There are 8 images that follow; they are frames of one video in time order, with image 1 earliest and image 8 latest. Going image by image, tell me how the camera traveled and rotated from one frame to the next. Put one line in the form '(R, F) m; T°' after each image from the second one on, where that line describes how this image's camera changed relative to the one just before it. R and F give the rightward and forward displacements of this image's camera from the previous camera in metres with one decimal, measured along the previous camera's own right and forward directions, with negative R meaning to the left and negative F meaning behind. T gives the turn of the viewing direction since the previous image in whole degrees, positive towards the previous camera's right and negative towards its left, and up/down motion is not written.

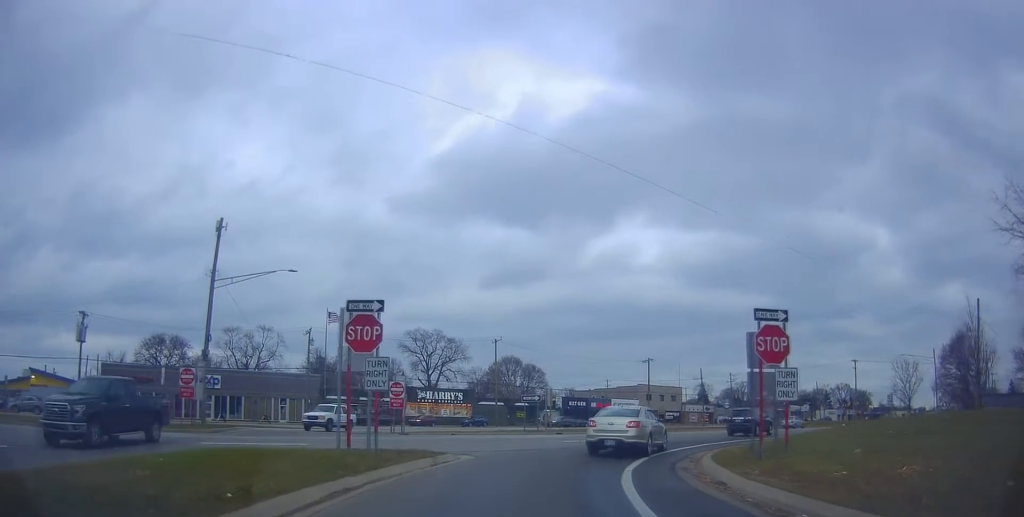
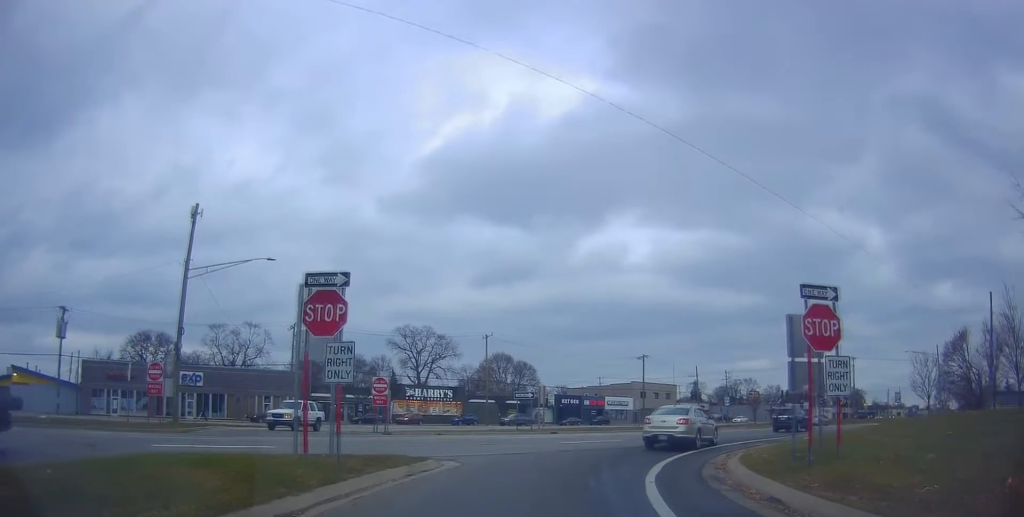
(+0.2, +2.9) m; +3°
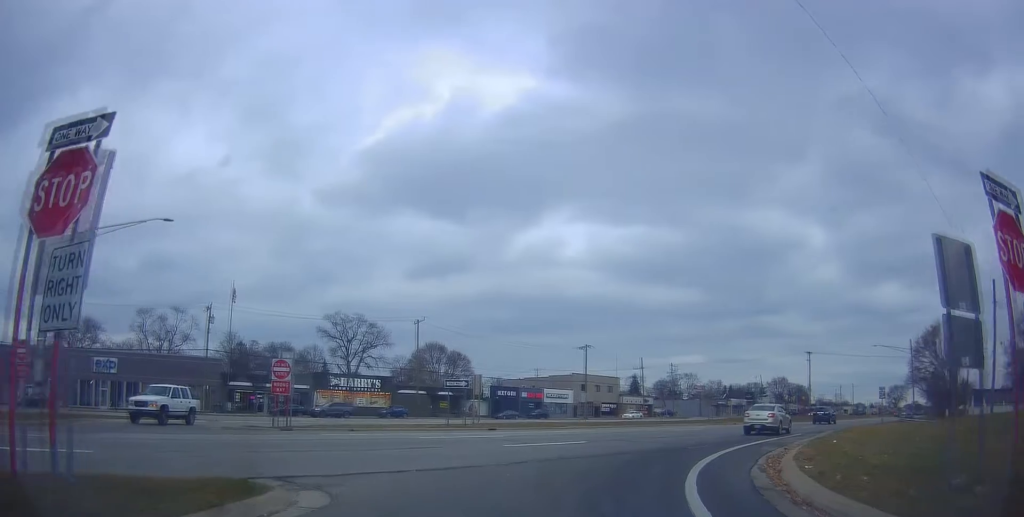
(-0.5, +6.7) m; -3°
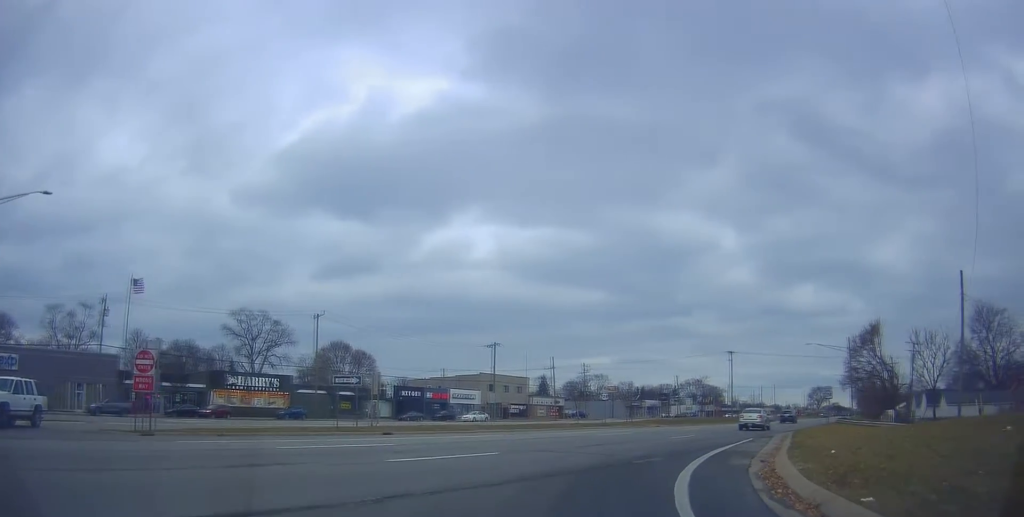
(+0.7, +5.3) m; +19°
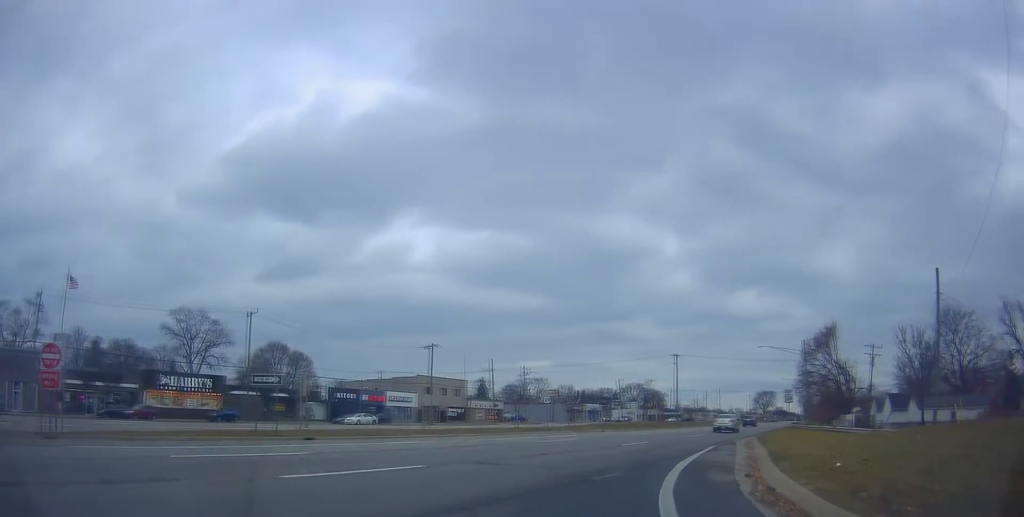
(+0.3, +3.4) m; +2°
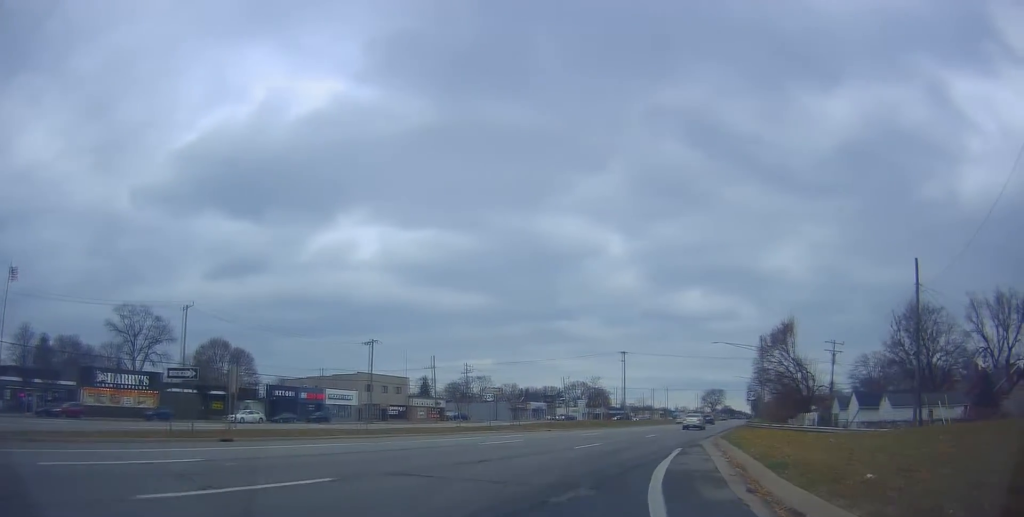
(+0.1, +3.0) m; 0°
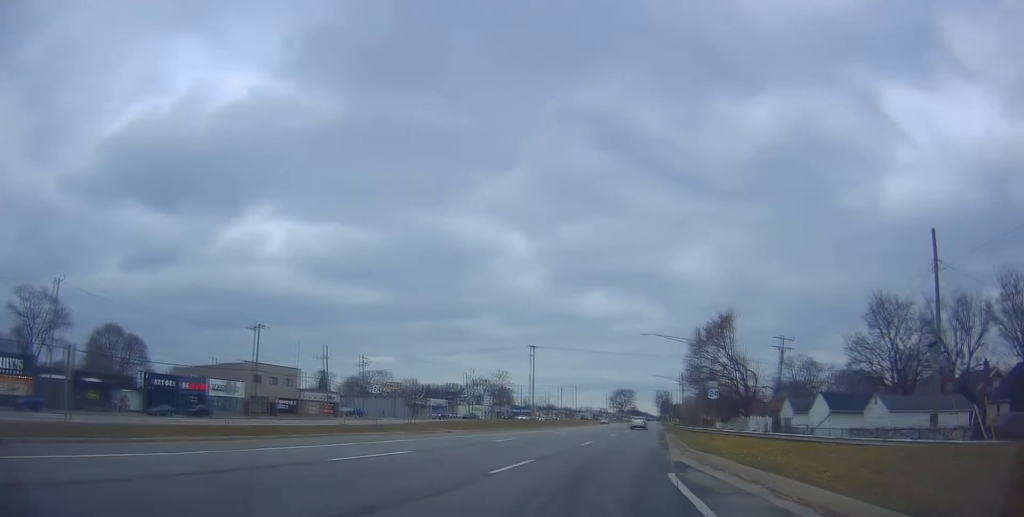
(+0.2, +8.1) m; +11°
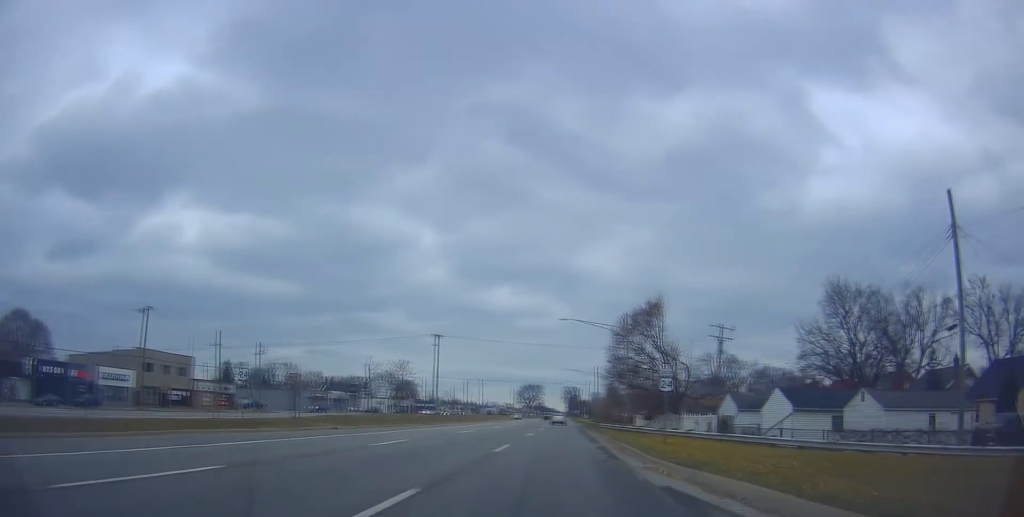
(+0.6, +5.7) m; +8°
